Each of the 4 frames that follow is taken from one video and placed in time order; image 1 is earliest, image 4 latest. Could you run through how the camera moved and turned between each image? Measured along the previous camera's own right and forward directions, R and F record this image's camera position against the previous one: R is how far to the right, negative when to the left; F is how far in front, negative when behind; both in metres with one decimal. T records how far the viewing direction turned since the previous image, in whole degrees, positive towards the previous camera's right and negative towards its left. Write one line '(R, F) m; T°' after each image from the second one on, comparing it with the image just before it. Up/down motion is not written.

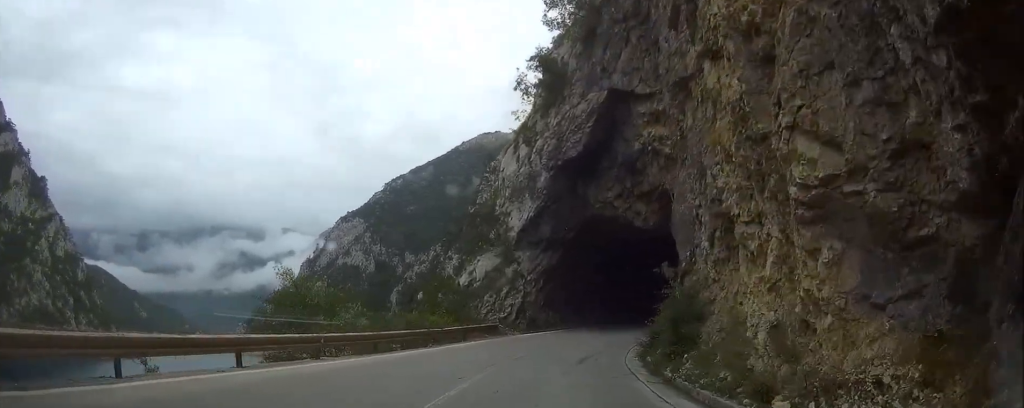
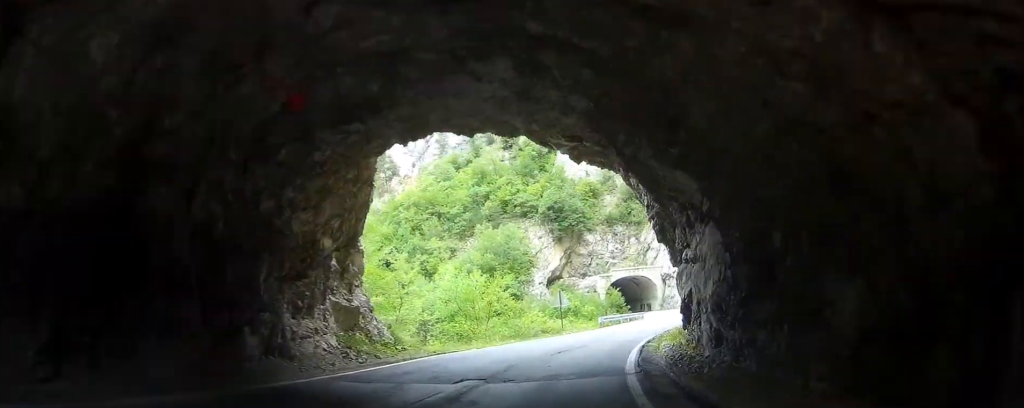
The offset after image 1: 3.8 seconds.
(+7.5, +42.6) m; +15°
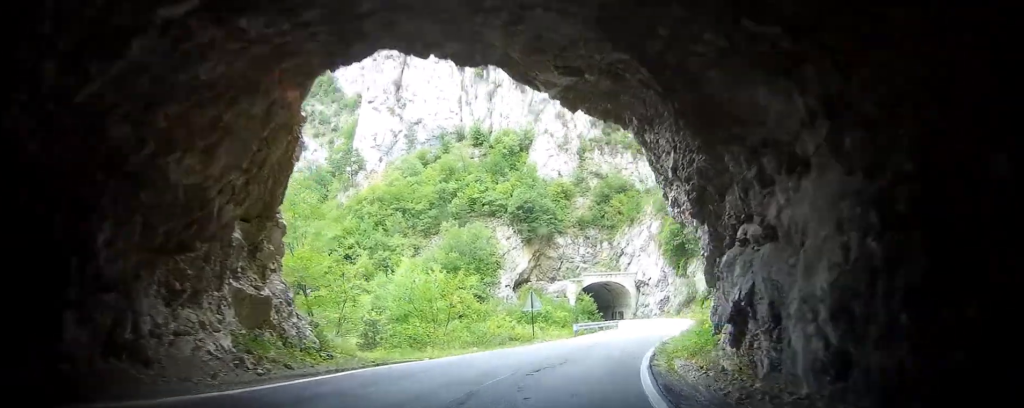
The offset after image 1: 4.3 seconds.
(-0.1, +5.4) m; 0°
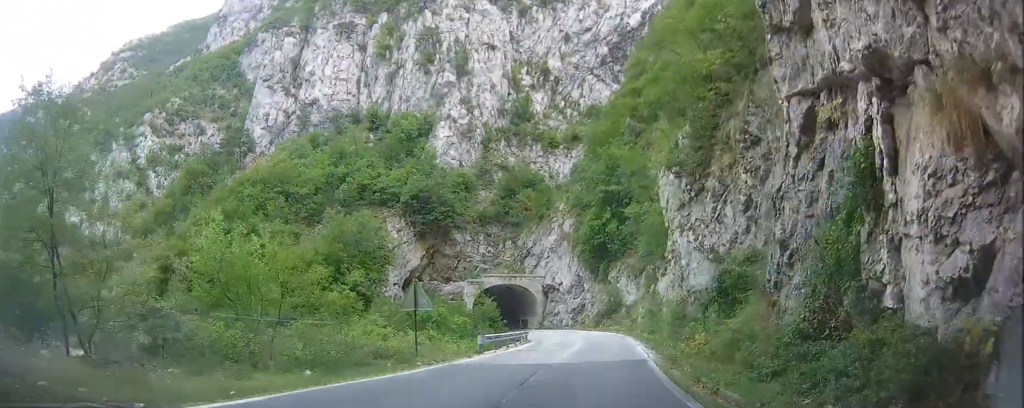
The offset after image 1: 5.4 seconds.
(+0.2, +13.2) m; +16°
